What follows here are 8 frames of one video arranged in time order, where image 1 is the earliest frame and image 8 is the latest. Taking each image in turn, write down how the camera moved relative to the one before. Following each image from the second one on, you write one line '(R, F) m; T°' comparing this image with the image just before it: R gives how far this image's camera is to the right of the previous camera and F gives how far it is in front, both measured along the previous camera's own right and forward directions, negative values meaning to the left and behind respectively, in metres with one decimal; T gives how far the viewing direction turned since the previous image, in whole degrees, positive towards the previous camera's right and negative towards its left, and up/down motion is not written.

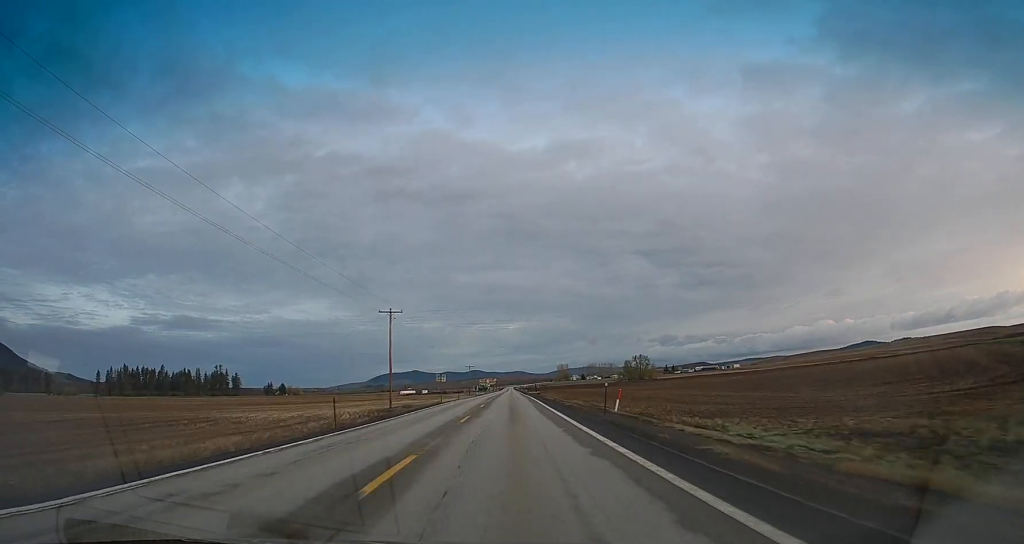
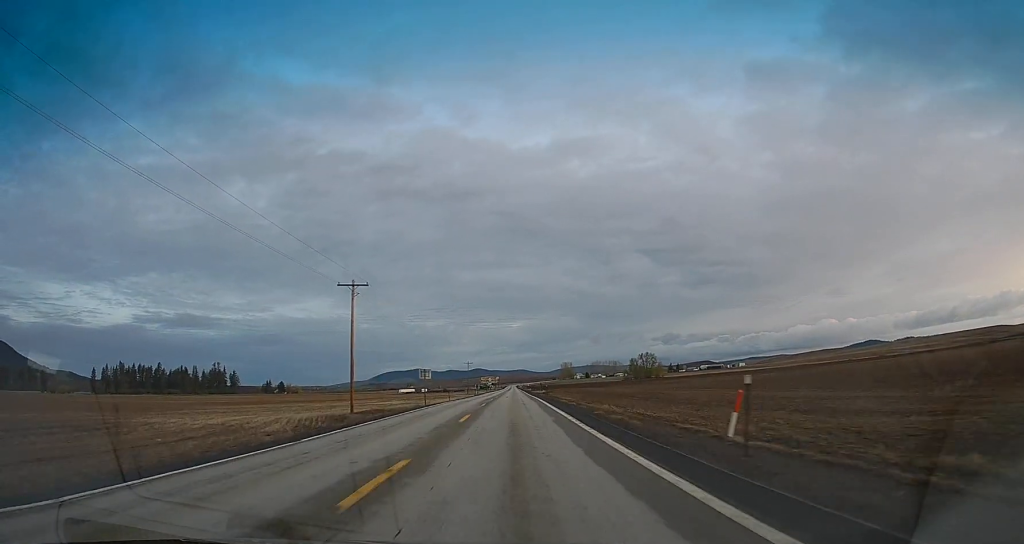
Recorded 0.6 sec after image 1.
(+0.3, +16.0) m; 0°
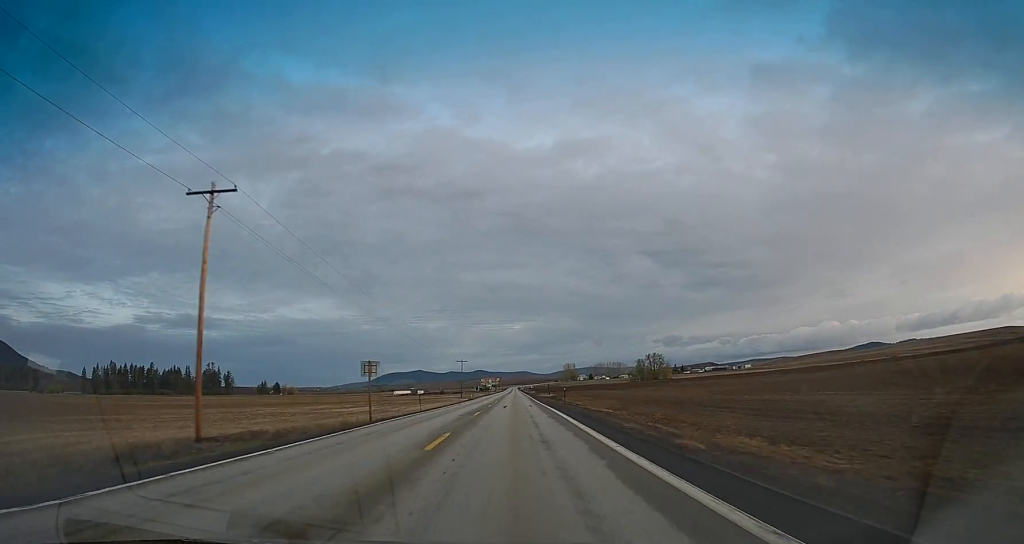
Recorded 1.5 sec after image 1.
(-0.1, +24.1) m; 0°
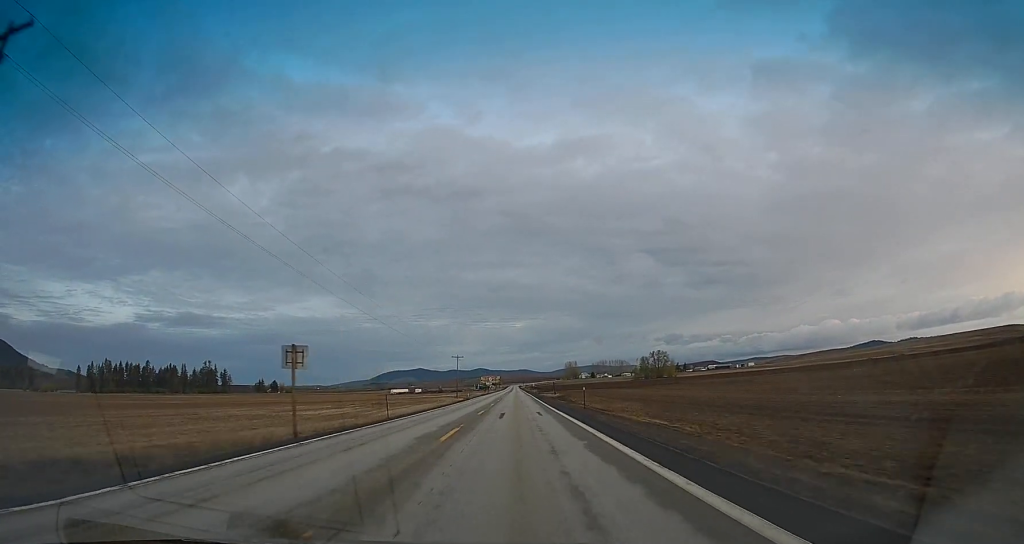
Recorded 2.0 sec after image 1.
(-0.2, +13.4) m; 0°
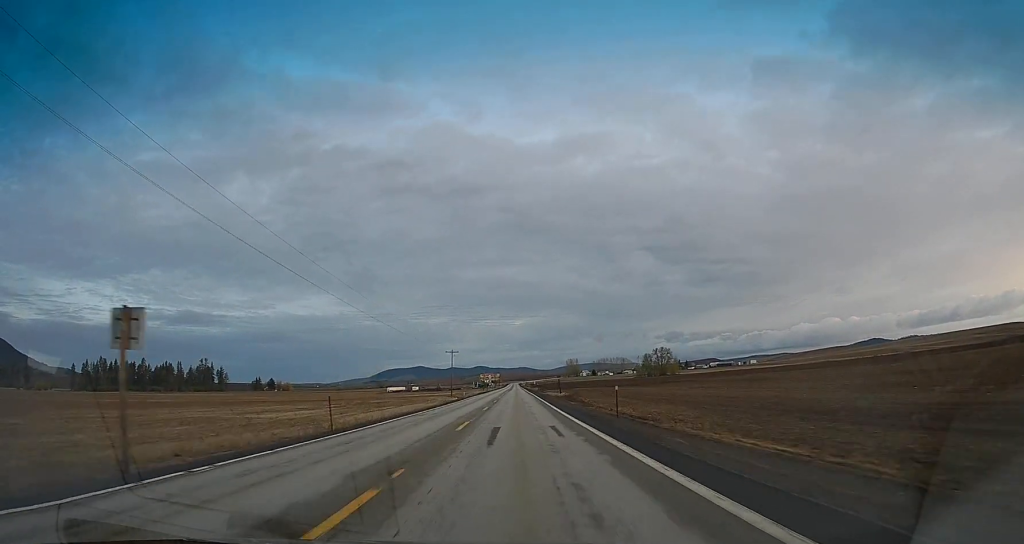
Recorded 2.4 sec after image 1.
(+0.1, +11.6) m; 0°
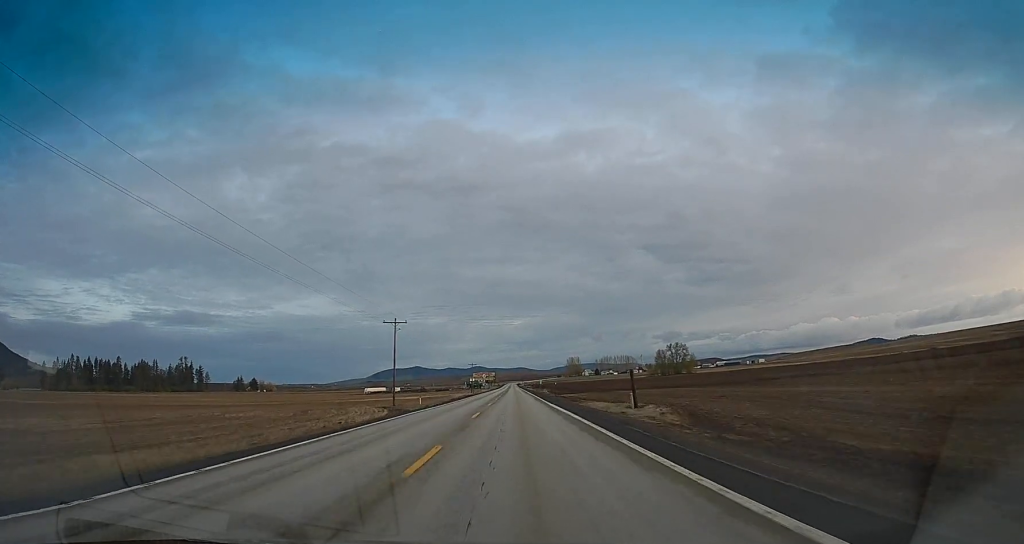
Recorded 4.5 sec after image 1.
(-0.5, +55.5) m; 0°
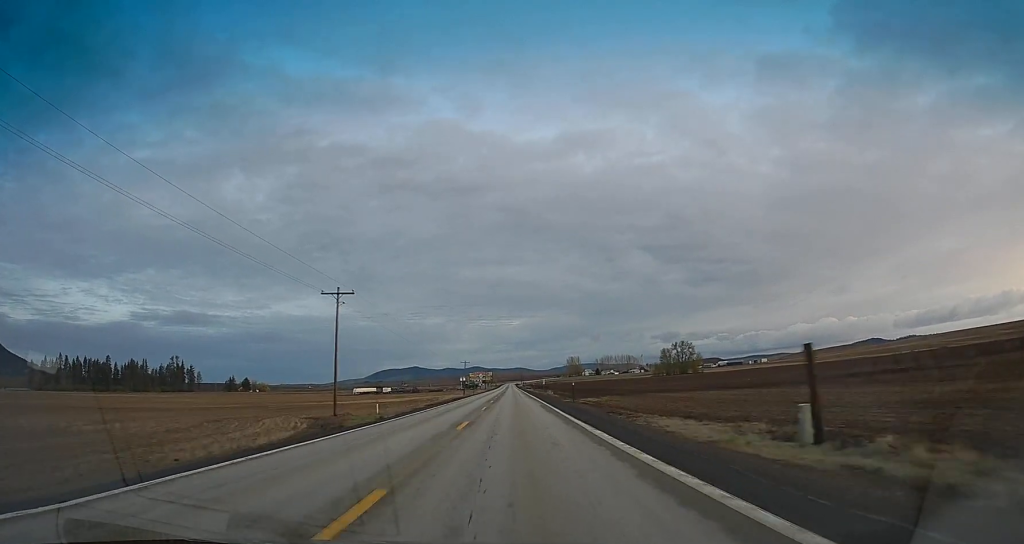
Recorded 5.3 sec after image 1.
(+0.2, +20.6) m; +1°
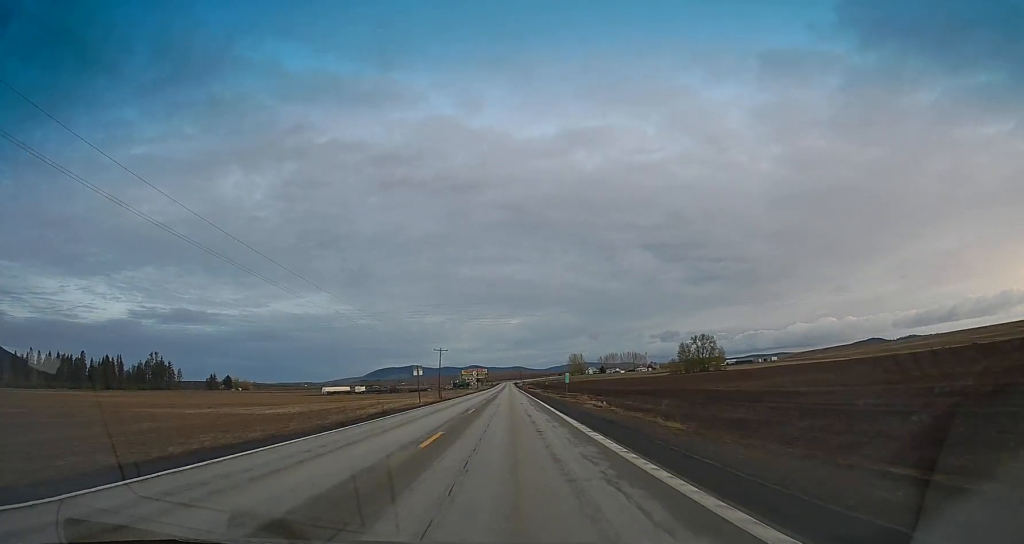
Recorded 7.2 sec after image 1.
(+0.1, +52.2) m; 0°
